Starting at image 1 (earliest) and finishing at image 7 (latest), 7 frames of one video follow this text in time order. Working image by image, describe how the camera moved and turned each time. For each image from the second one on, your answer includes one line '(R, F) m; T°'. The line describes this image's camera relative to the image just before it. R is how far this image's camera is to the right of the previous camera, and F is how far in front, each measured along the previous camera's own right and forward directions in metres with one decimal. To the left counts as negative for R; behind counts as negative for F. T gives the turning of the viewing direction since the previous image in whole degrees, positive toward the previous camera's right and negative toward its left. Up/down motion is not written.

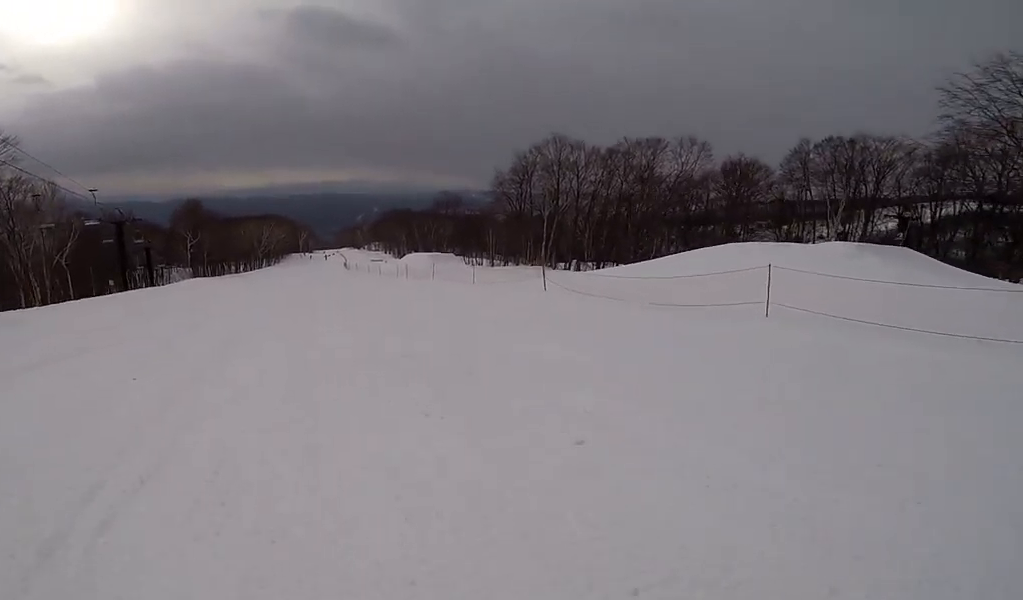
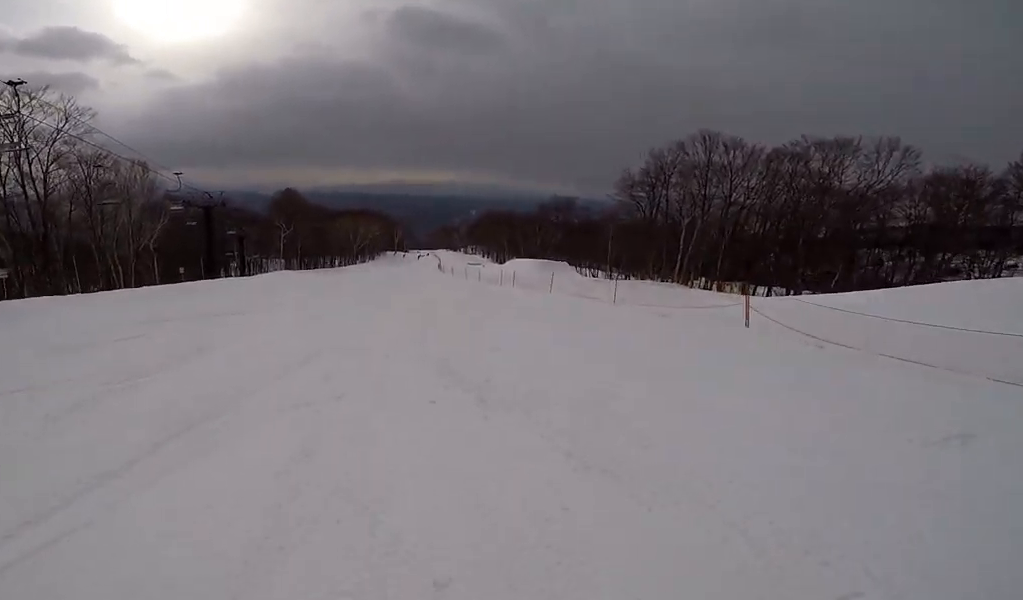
(-0.3, +5.9) m; -3°
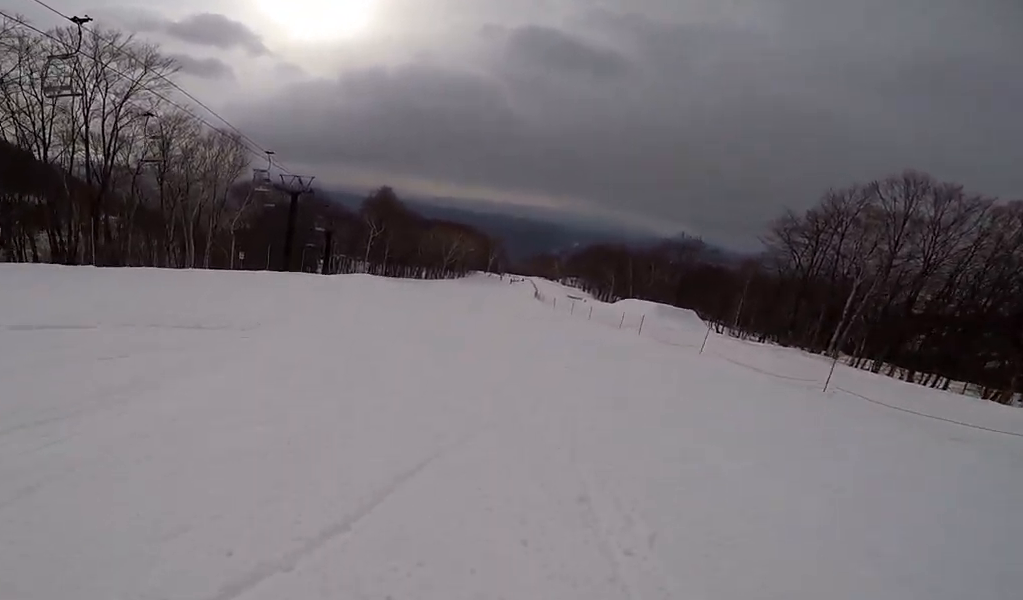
(-0.1, +6.2) m; 0°
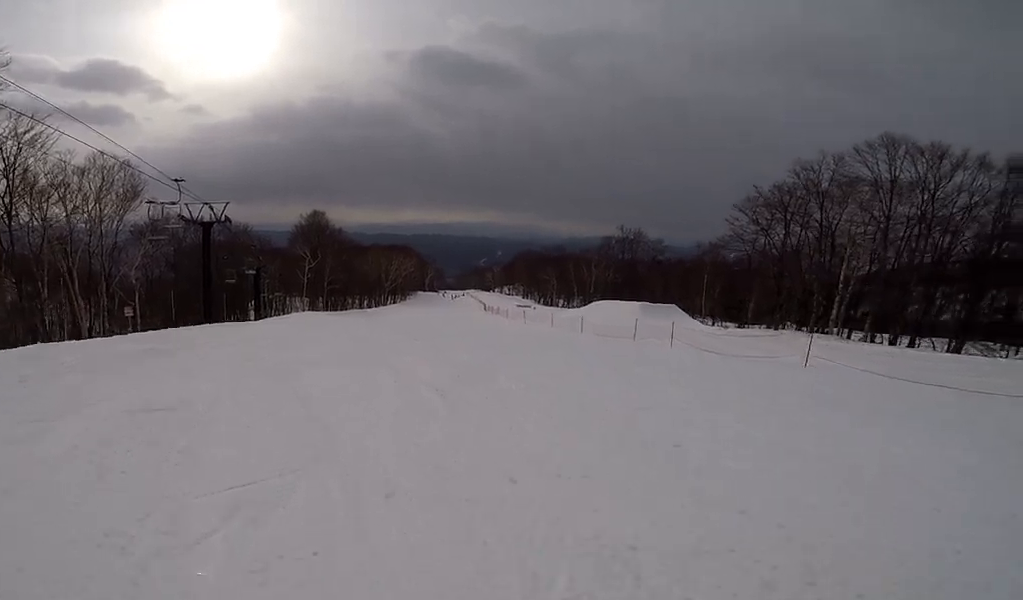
(+0.1, +8.3) m; +10°
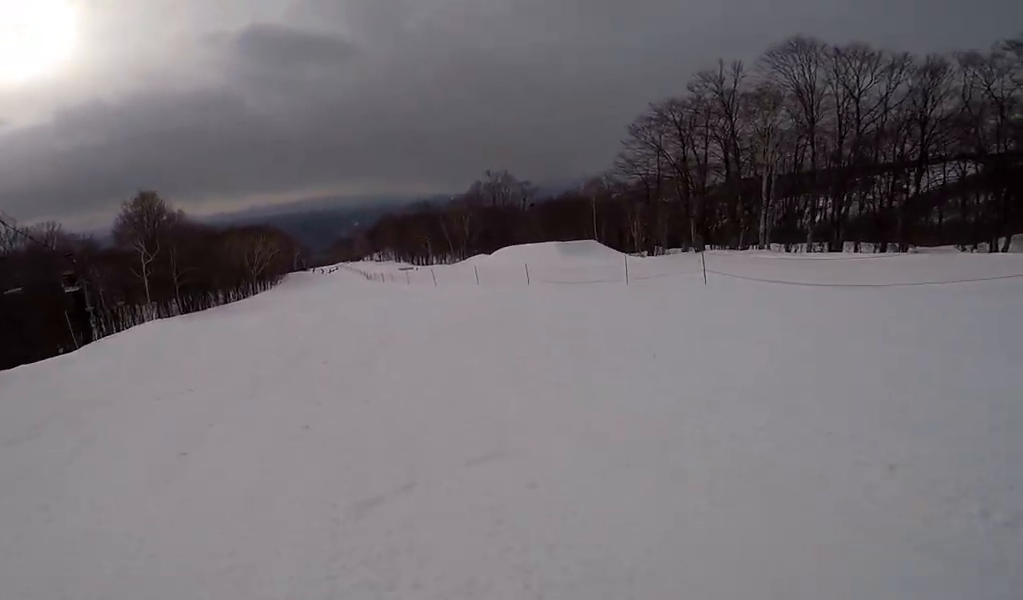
(+1.6, +10.8) m; -1°
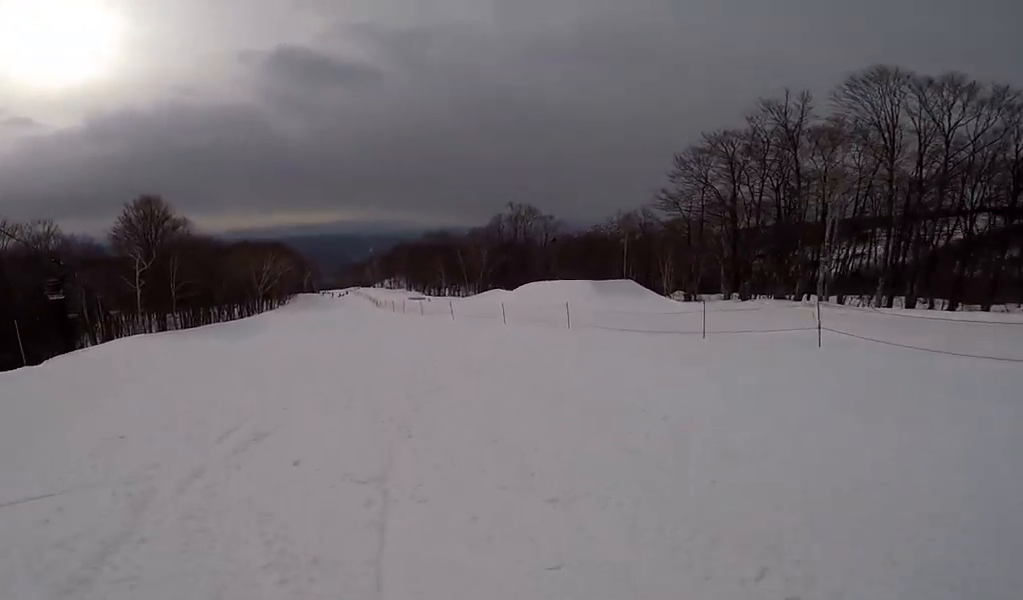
(-0.8, +4.4) m; -6°
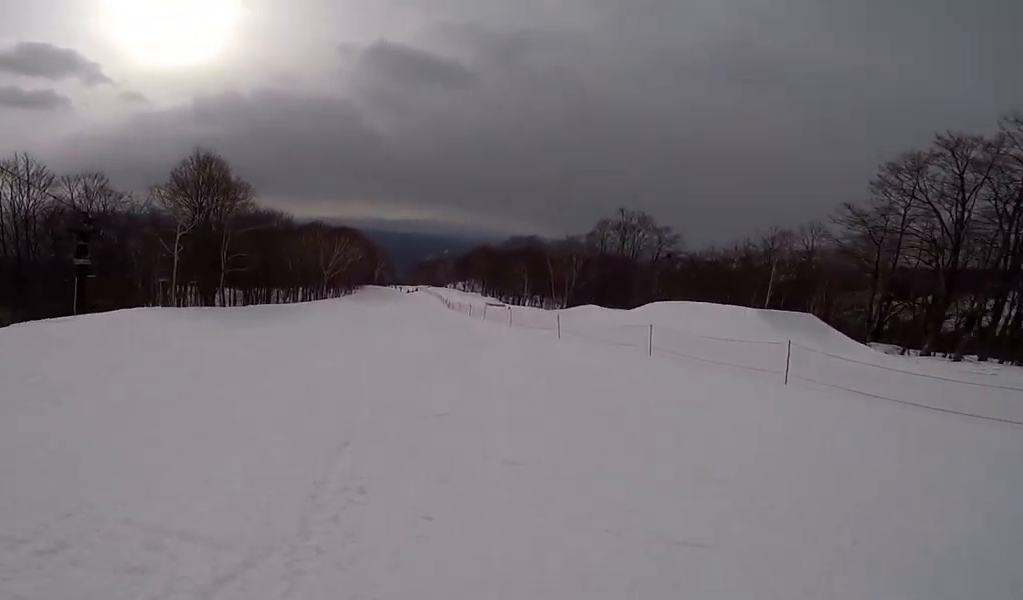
(-0.8, +9.1) m; +1°
